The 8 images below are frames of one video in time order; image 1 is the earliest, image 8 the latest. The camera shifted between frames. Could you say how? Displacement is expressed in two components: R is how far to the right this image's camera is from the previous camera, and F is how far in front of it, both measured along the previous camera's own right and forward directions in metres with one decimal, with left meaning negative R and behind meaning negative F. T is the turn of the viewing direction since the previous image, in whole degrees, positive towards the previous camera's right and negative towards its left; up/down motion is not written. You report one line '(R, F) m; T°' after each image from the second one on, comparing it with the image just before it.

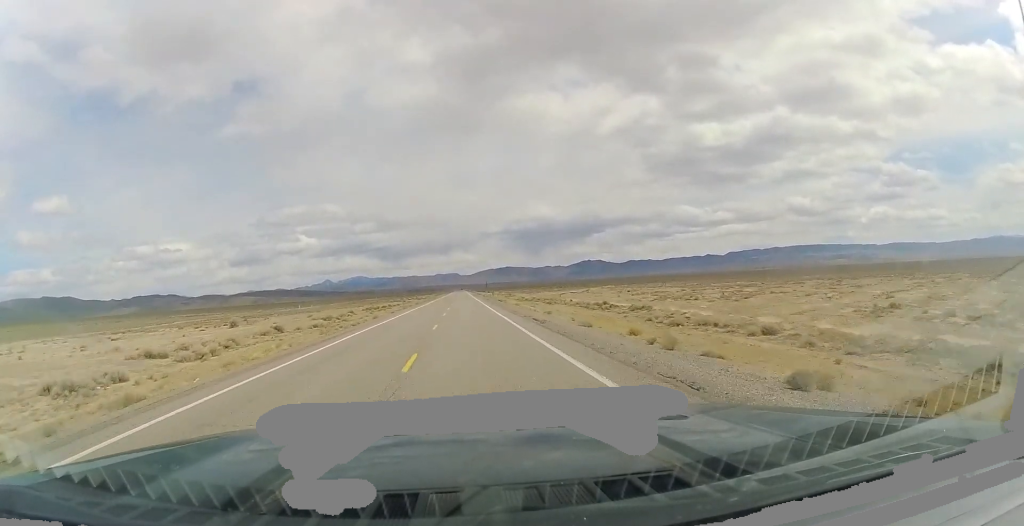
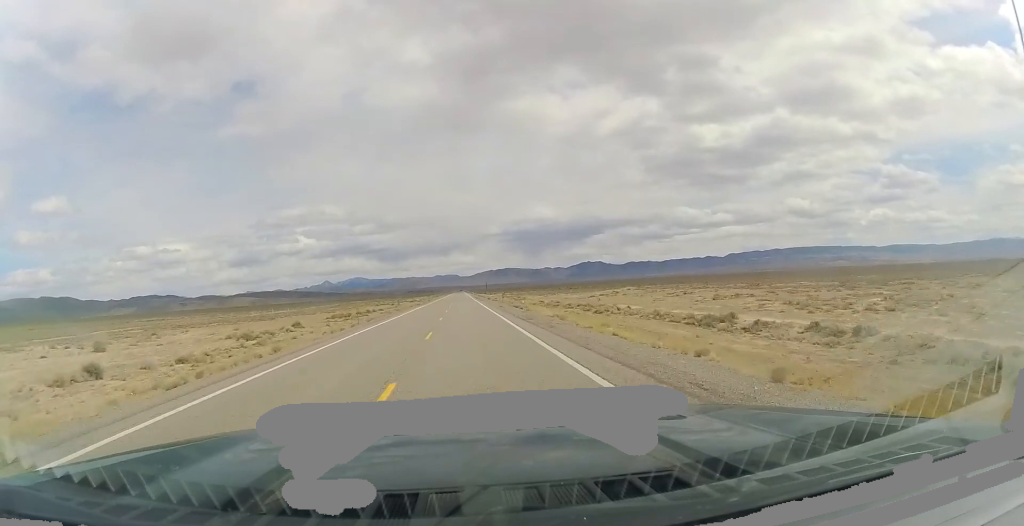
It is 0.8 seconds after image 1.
(+0.1, +29.0) m; 0°
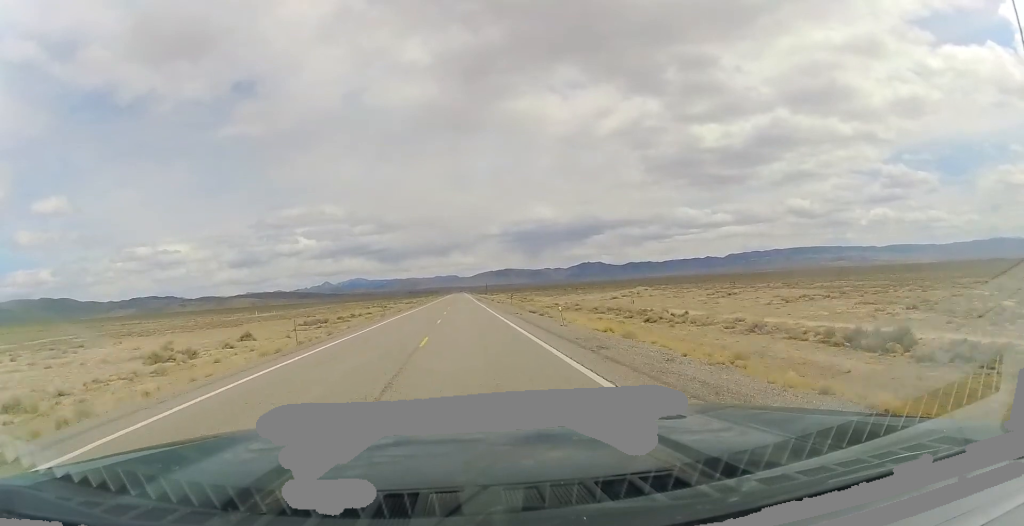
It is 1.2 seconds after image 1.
(0.0, +14.5) m; 0°
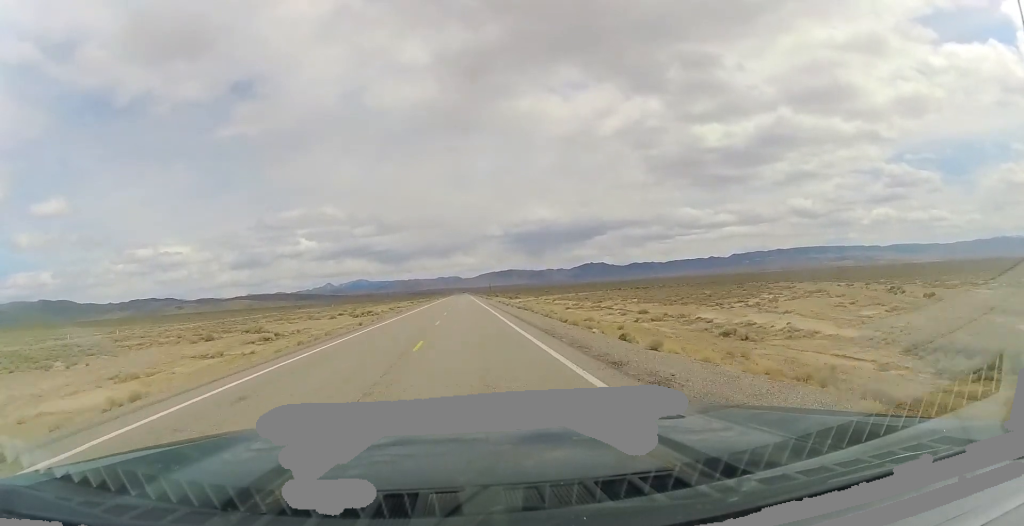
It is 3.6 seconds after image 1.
(+0.4, +87.4) m; +1°
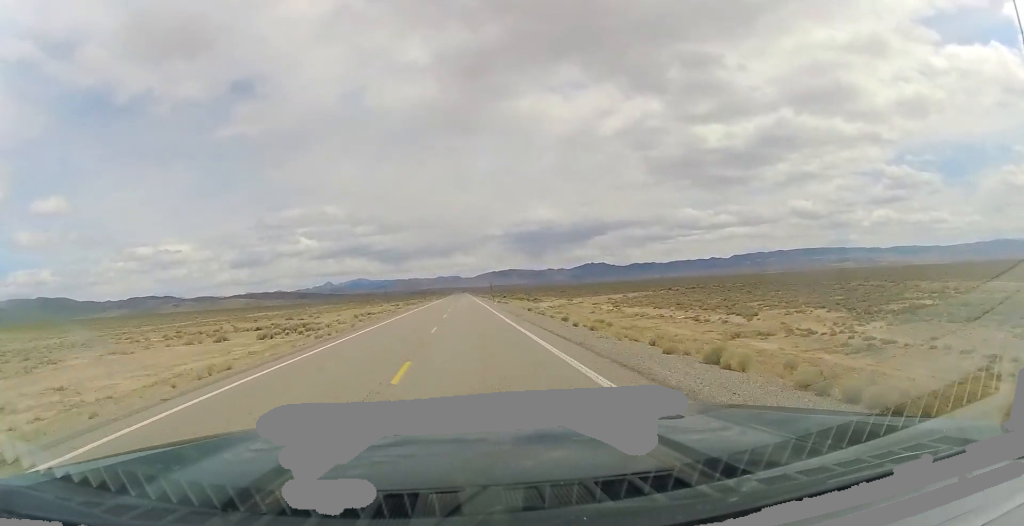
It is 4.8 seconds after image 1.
(-0.2, +42.5) m; -1°
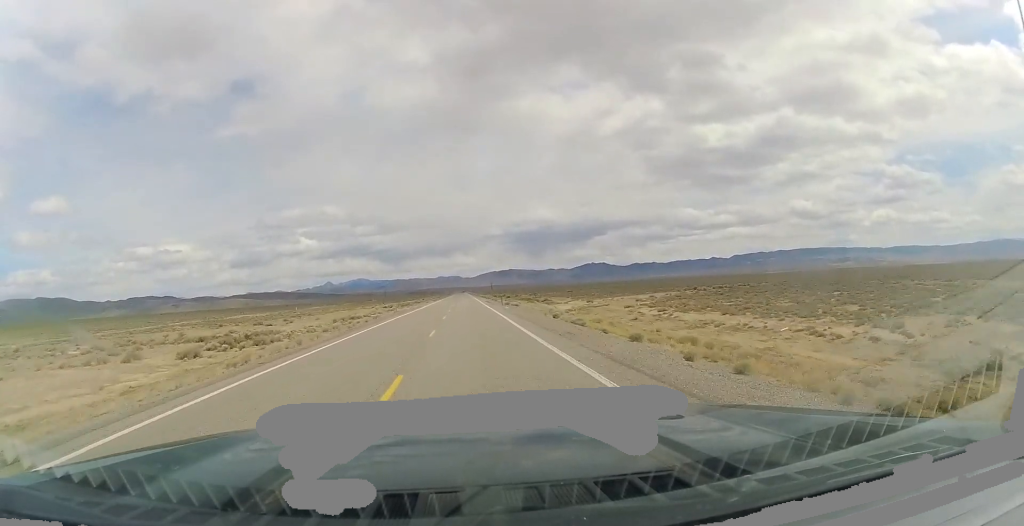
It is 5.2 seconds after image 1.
(-0.3, +14.6) m; 0°
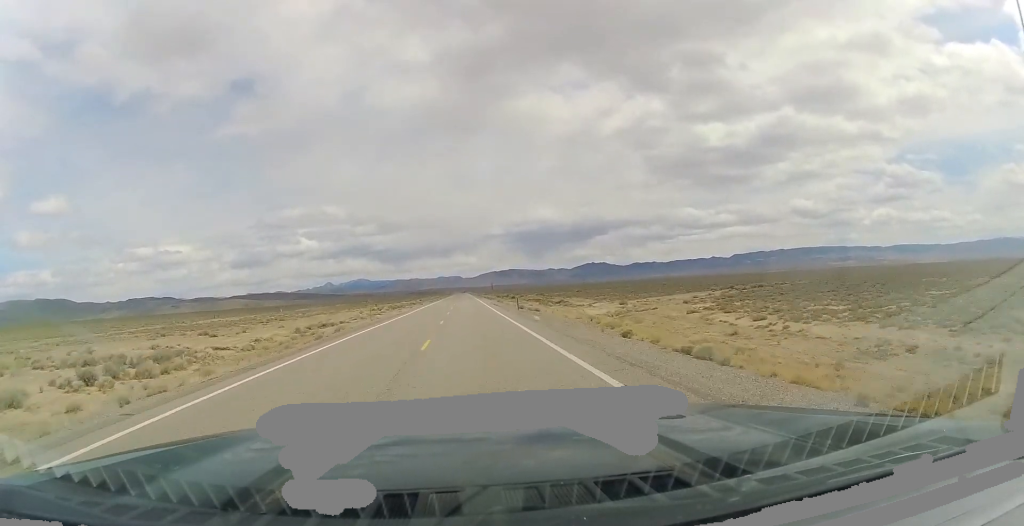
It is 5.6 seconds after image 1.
(+0.2, +17.1) m; 0°
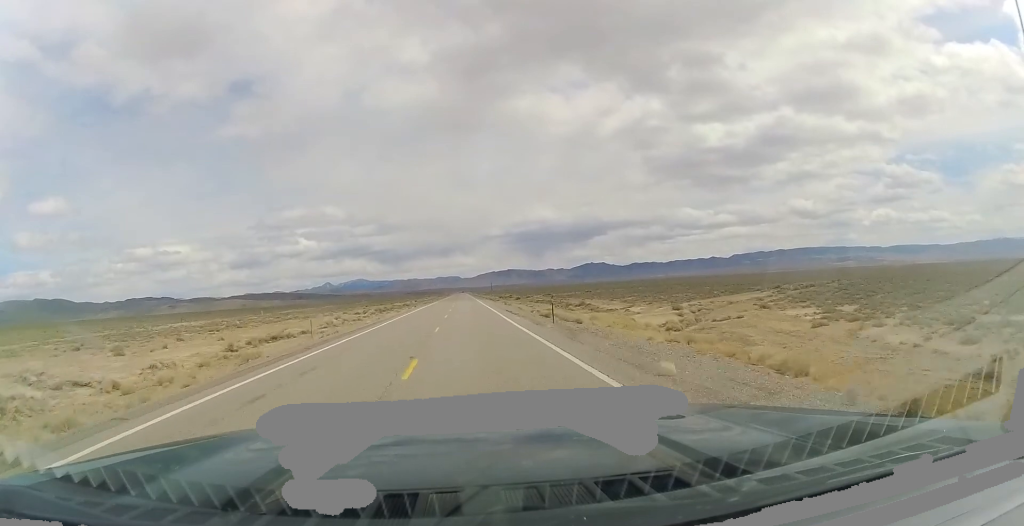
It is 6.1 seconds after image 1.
(+0.2, +17.0) m; 0°
